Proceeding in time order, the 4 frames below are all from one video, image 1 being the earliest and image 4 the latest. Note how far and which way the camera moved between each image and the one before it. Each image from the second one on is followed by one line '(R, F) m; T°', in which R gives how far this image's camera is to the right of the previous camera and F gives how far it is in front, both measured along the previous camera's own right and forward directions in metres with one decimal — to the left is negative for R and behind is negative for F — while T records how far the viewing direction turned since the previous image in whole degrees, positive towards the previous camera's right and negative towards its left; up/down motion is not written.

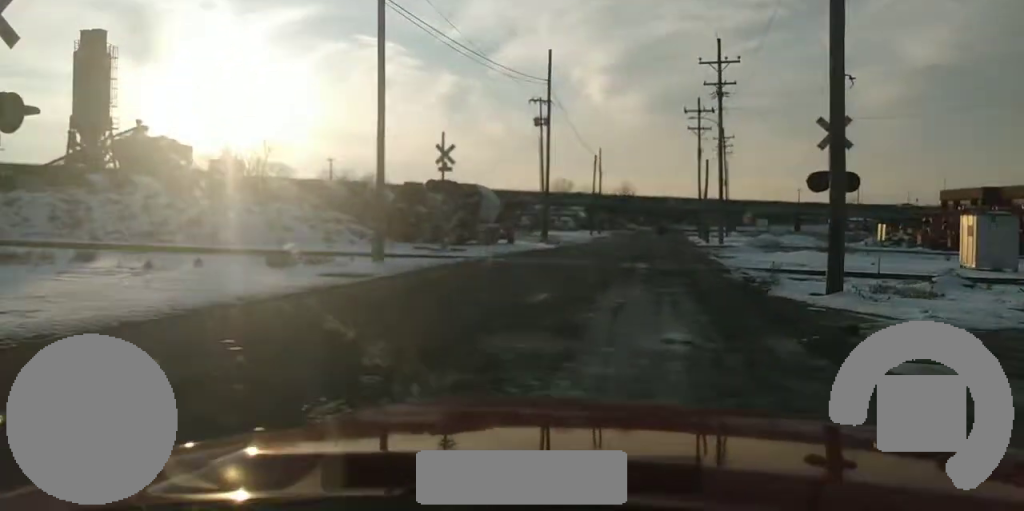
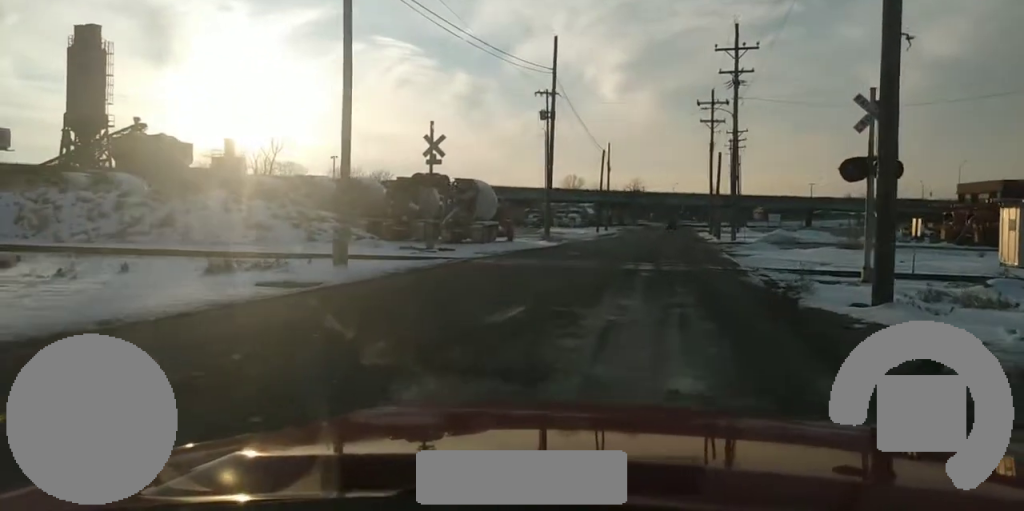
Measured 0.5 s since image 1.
(-0.1, +4.1) m; -1°
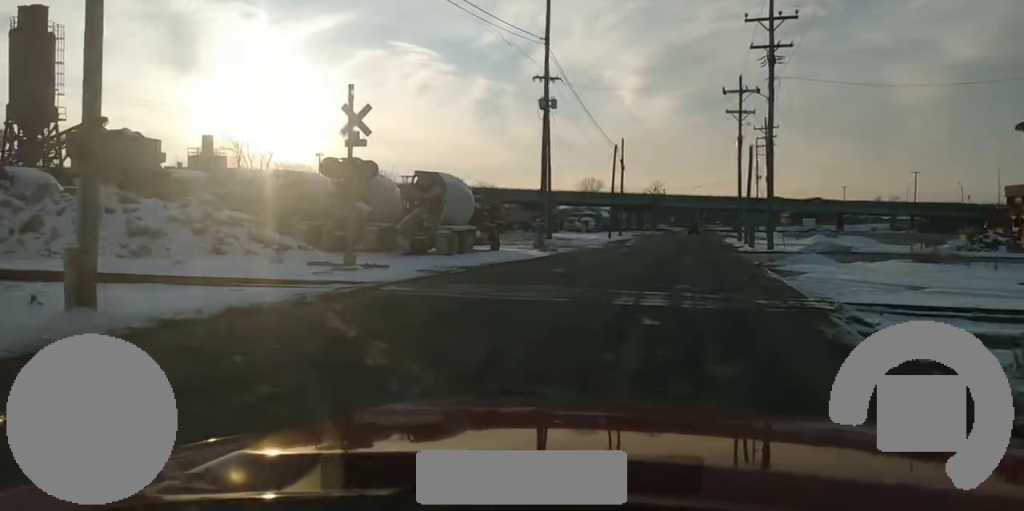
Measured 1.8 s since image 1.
(-0.1, +10.5) m; -1°
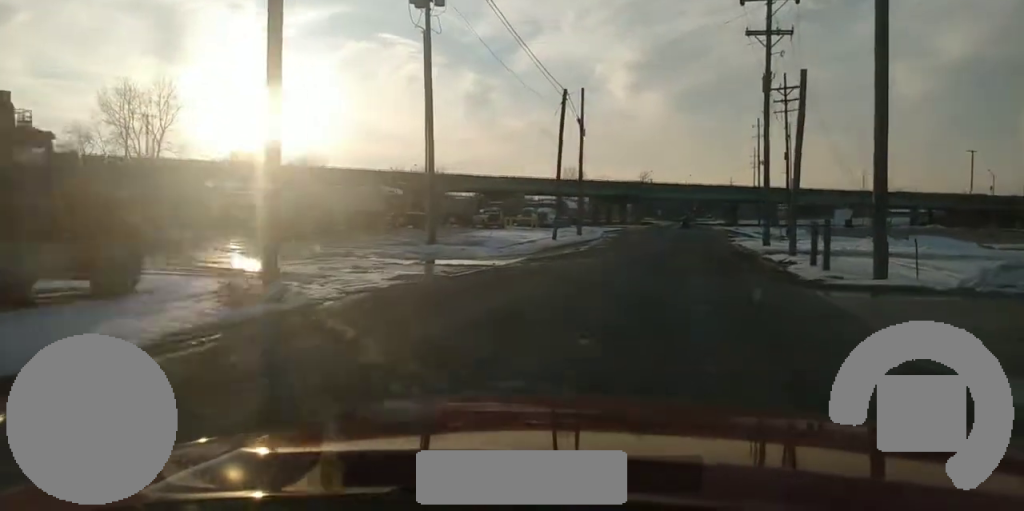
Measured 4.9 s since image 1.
(0.0, +27.9) m; +5°
